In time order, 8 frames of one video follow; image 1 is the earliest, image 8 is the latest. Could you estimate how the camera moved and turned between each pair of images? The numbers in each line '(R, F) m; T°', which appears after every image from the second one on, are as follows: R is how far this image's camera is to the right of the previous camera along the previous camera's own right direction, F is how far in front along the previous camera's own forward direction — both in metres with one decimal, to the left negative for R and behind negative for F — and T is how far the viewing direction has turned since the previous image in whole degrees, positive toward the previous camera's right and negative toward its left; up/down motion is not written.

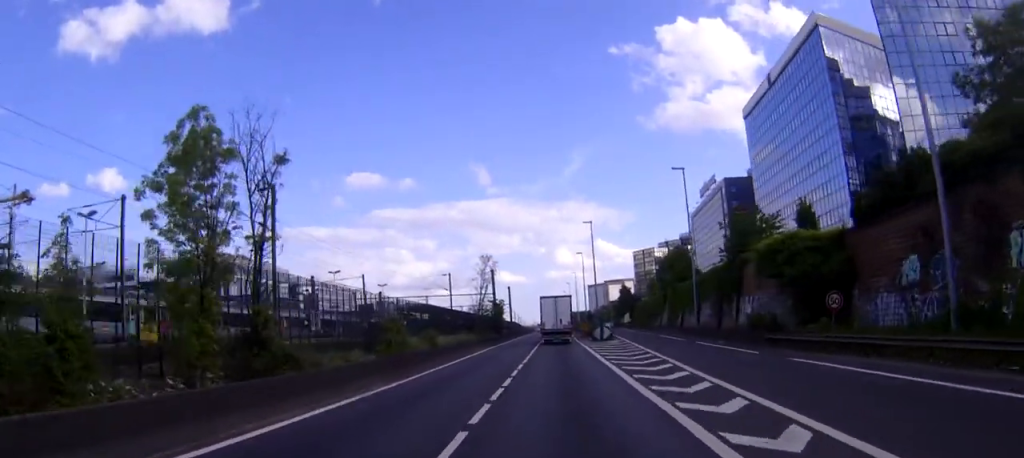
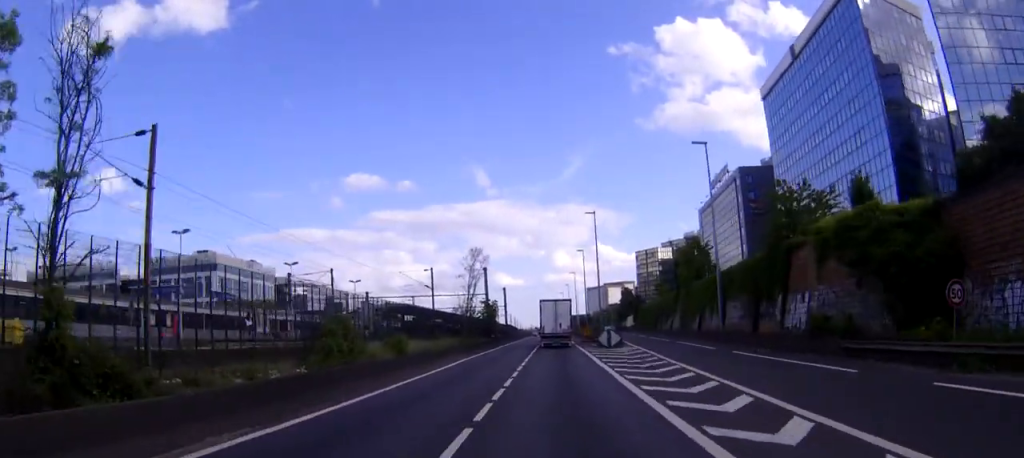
(-0.1, +11.5) m; 0°
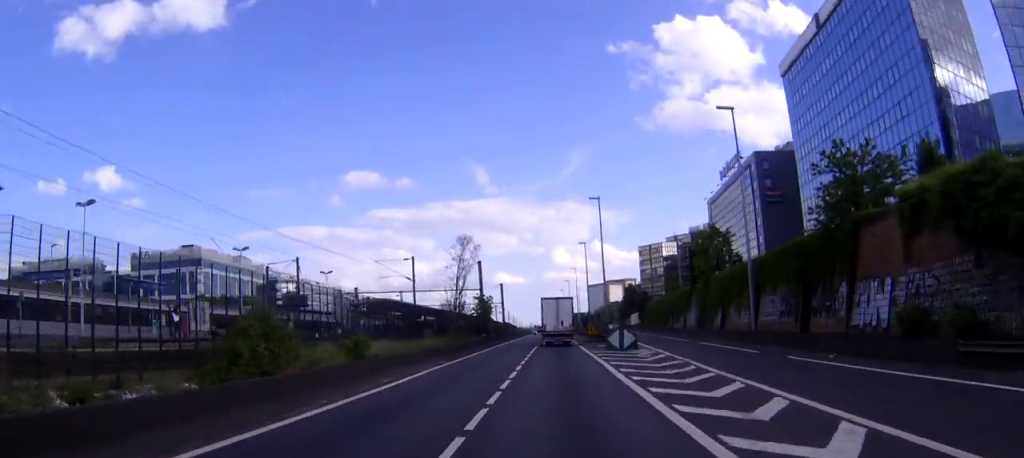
(-0.1, +10.0) m; 0°
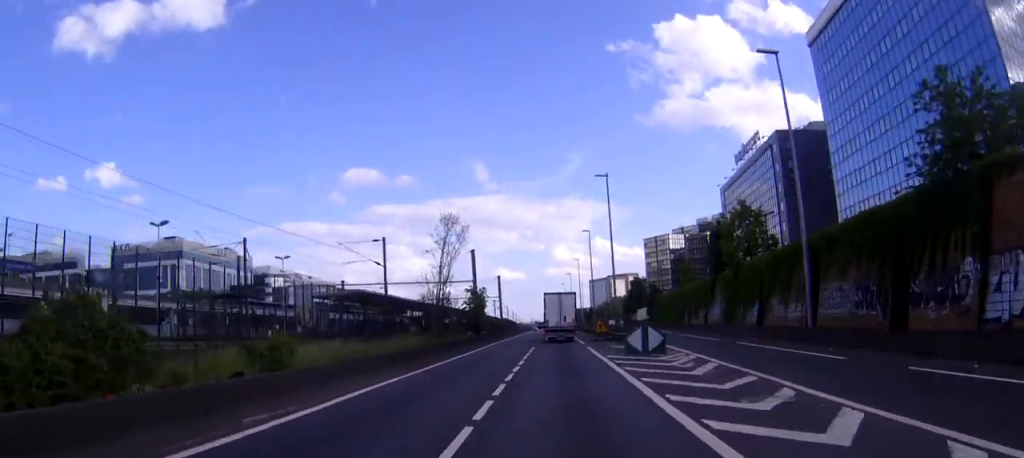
(0.0, +11.5) m; 0°
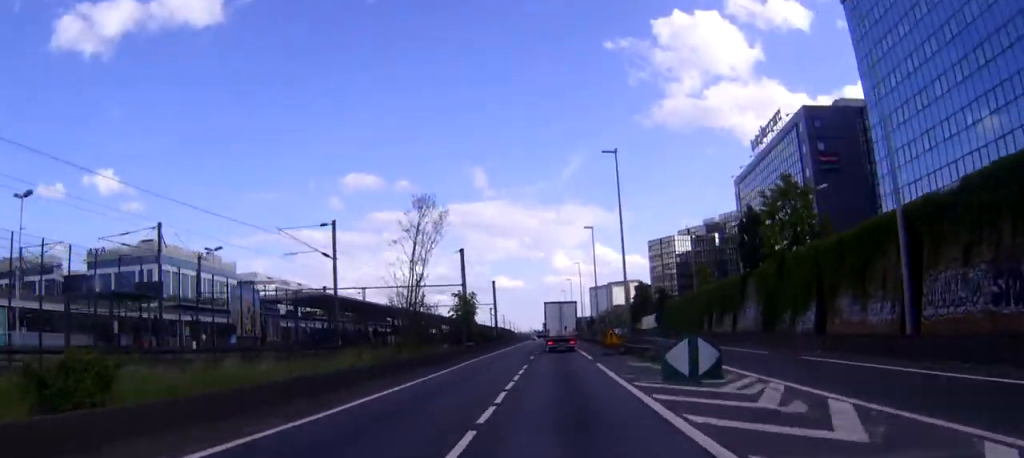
(+0.1, +12.2) m; 0°
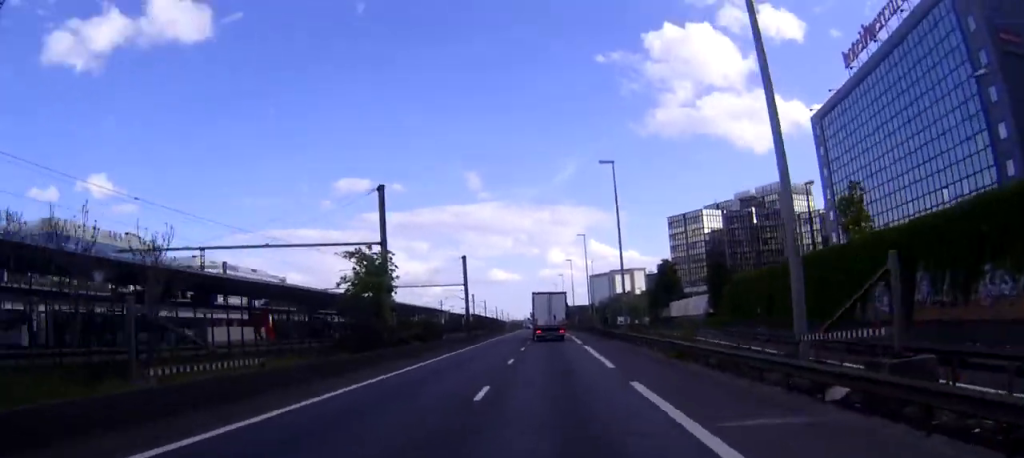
(+0.1, +44.5) m; 0°
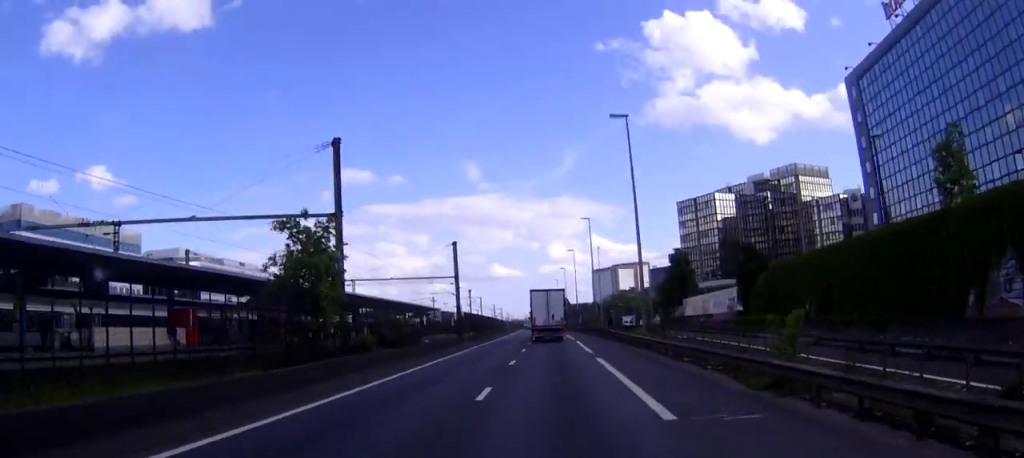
(0.0, +11.9) m; 0°
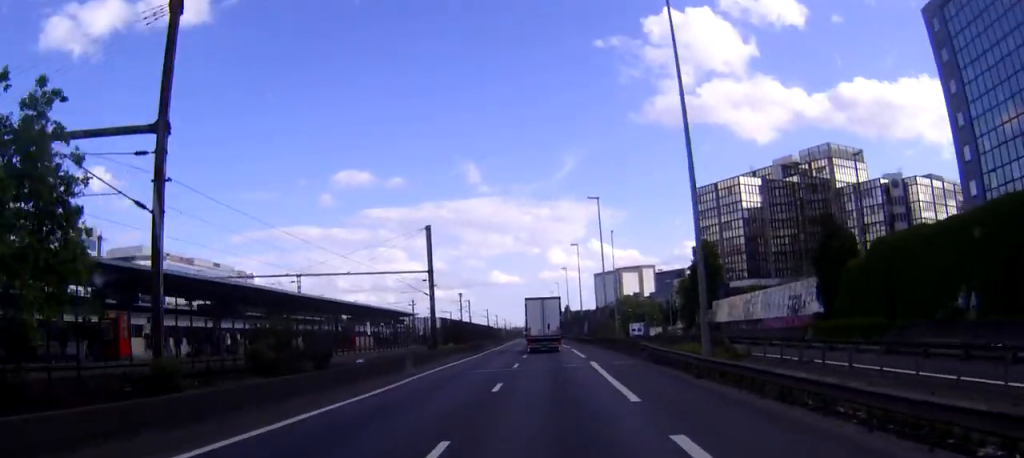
(+0.1, +20.6) m; 0°
